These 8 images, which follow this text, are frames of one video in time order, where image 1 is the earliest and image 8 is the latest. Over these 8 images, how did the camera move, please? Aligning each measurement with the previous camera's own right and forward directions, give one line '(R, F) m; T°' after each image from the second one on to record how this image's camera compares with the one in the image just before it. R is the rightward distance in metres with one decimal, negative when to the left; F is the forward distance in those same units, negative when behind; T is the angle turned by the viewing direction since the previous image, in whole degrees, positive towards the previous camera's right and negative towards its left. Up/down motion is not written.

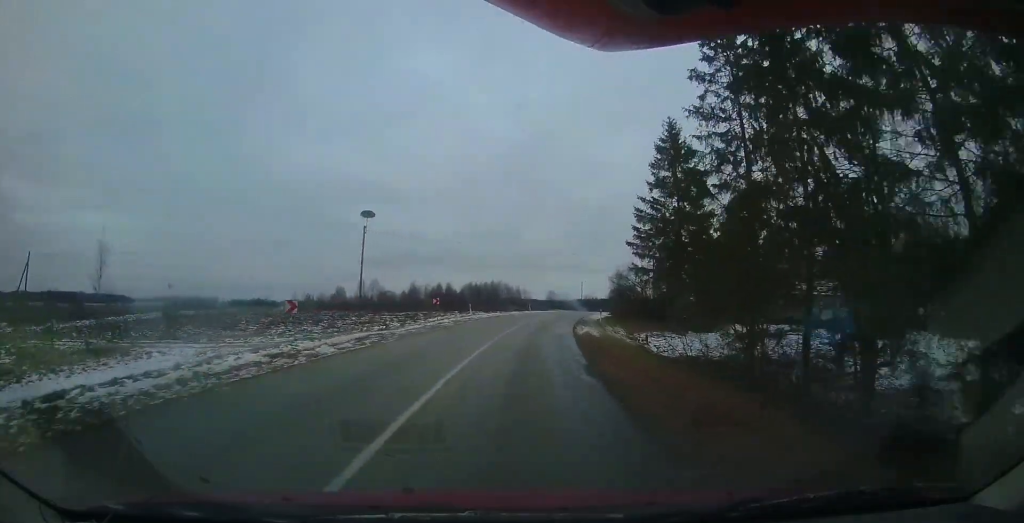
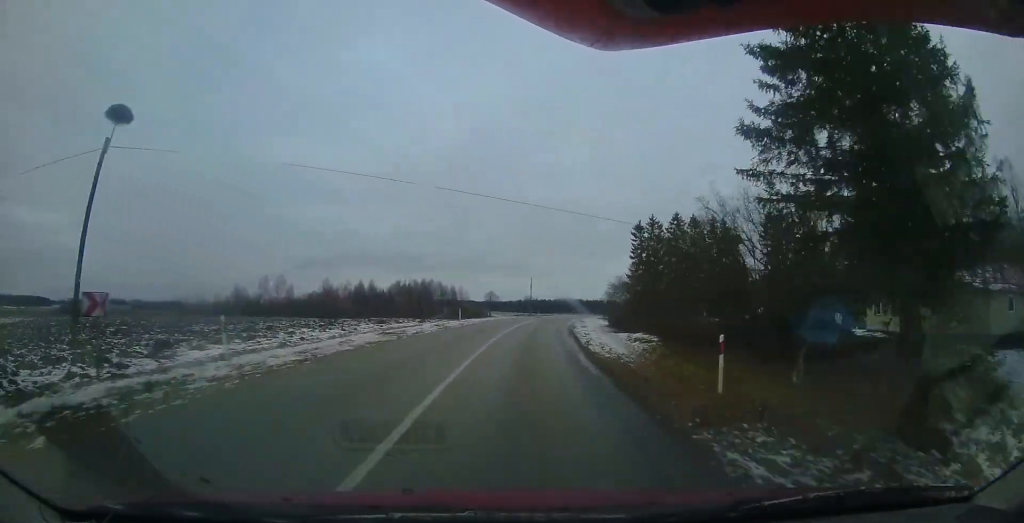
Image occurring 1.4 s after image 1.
(+3.0, +18.4) m; +18°
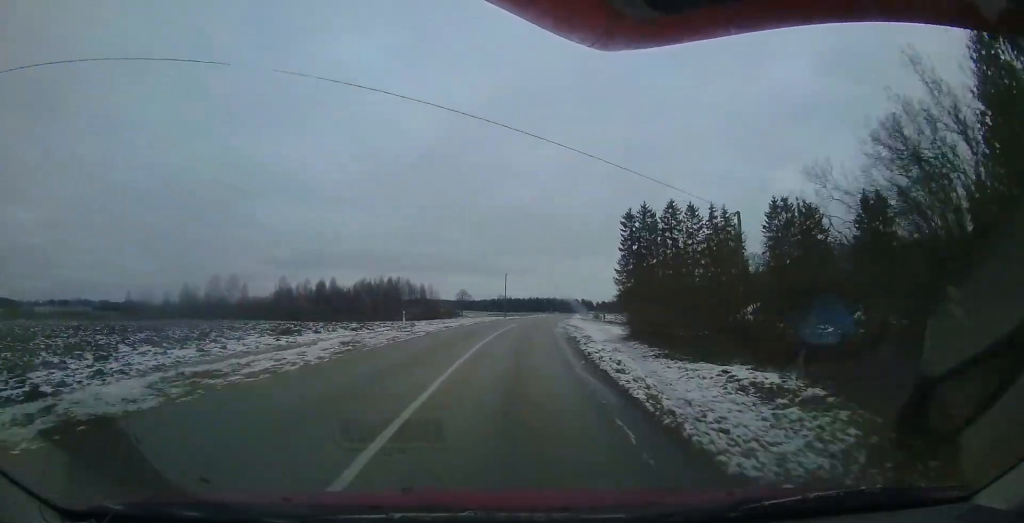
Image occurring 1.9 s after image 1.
(+0.5, +8.1) m; +3°
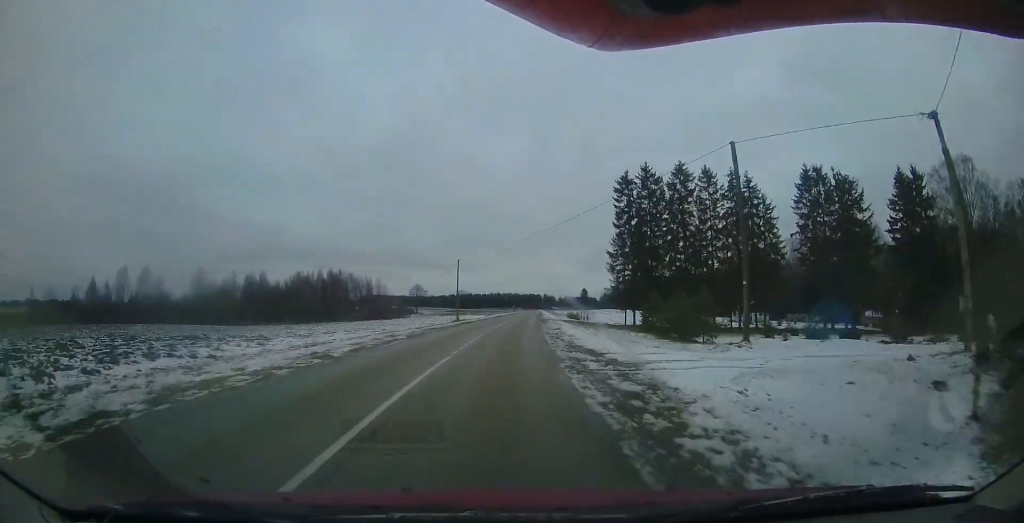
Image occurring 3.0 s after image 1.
(+0.6, +15.1) m; +3°
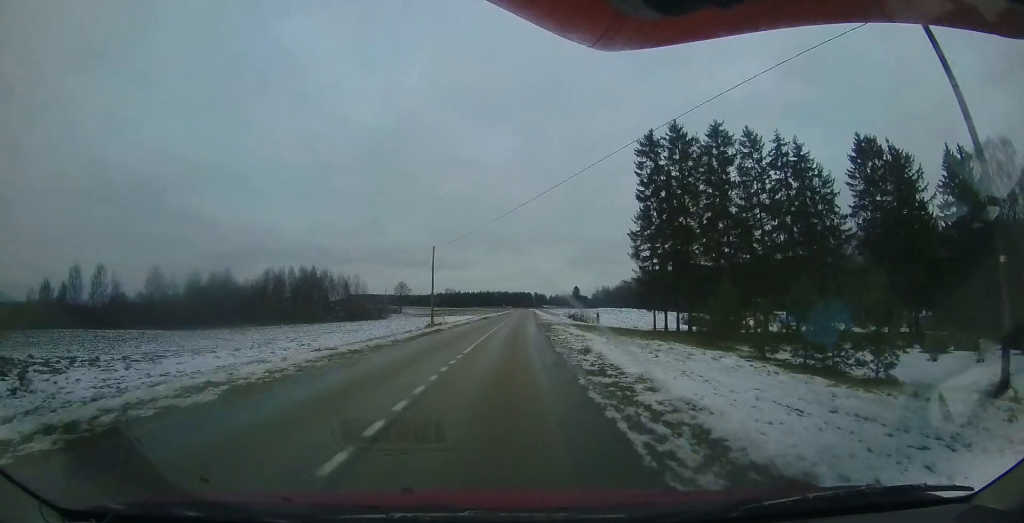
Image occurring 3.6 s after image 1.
(0.0, +9.9) m; +2°
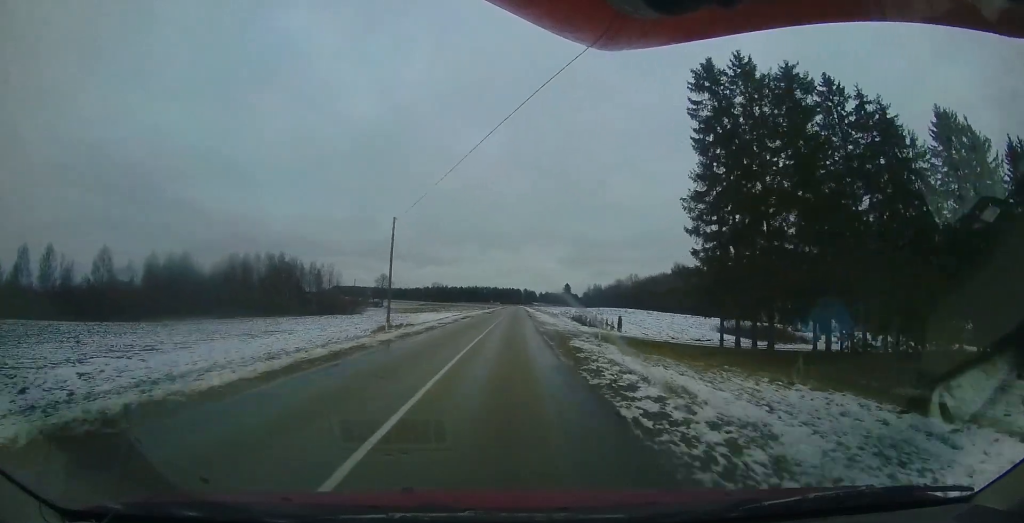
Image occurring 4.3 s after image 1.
(+0.5, +10.6) m; +2°
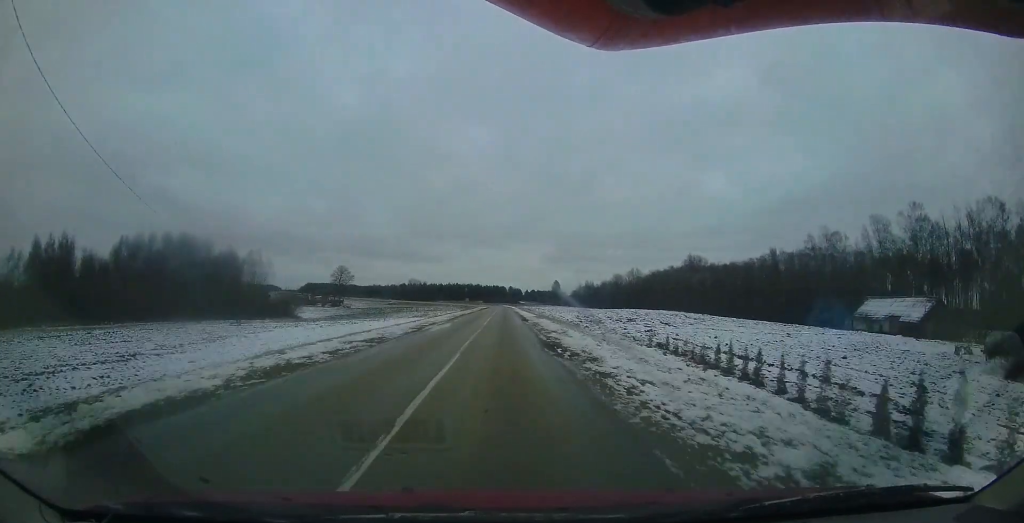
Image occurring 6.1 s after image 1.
(+0.5, +27.2) m; +3°
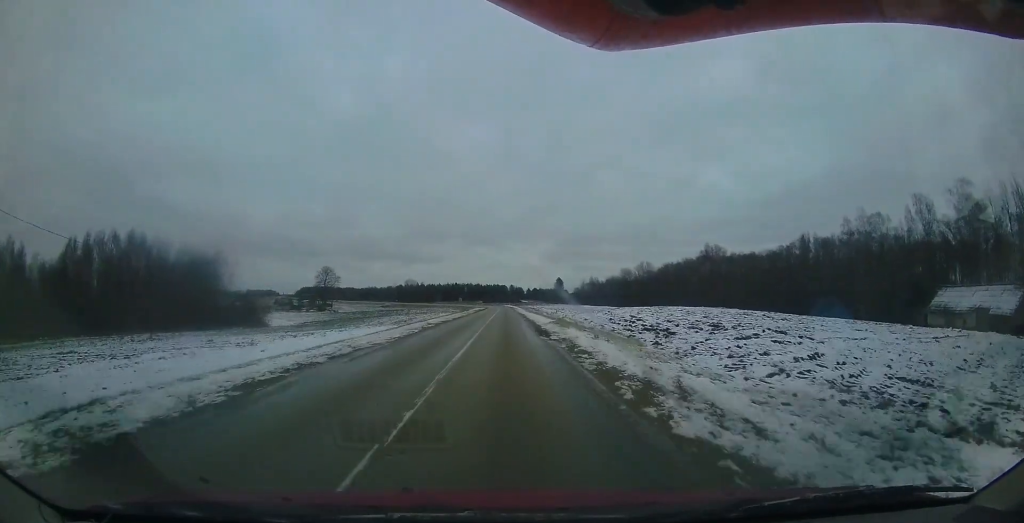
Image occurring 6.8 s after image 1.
(+0.2, +12.5) m; +1°
